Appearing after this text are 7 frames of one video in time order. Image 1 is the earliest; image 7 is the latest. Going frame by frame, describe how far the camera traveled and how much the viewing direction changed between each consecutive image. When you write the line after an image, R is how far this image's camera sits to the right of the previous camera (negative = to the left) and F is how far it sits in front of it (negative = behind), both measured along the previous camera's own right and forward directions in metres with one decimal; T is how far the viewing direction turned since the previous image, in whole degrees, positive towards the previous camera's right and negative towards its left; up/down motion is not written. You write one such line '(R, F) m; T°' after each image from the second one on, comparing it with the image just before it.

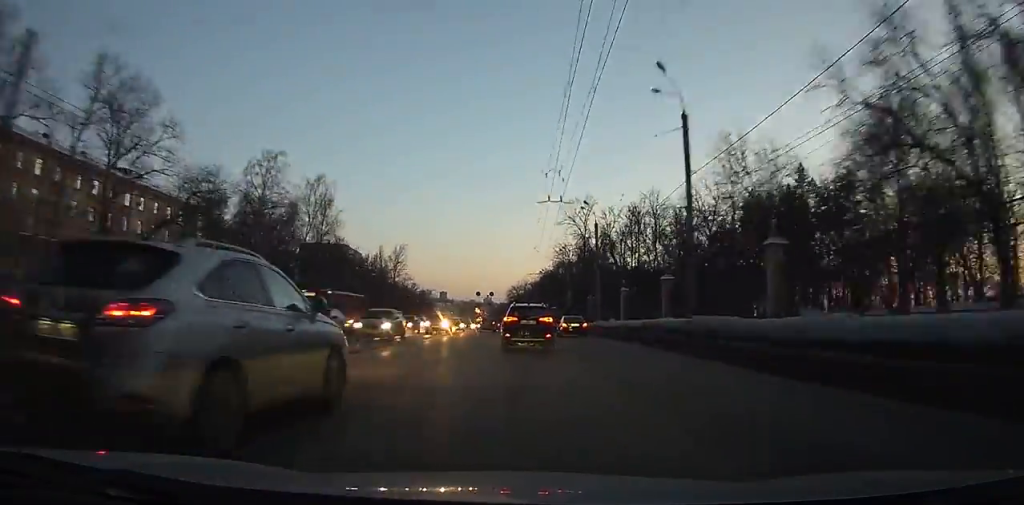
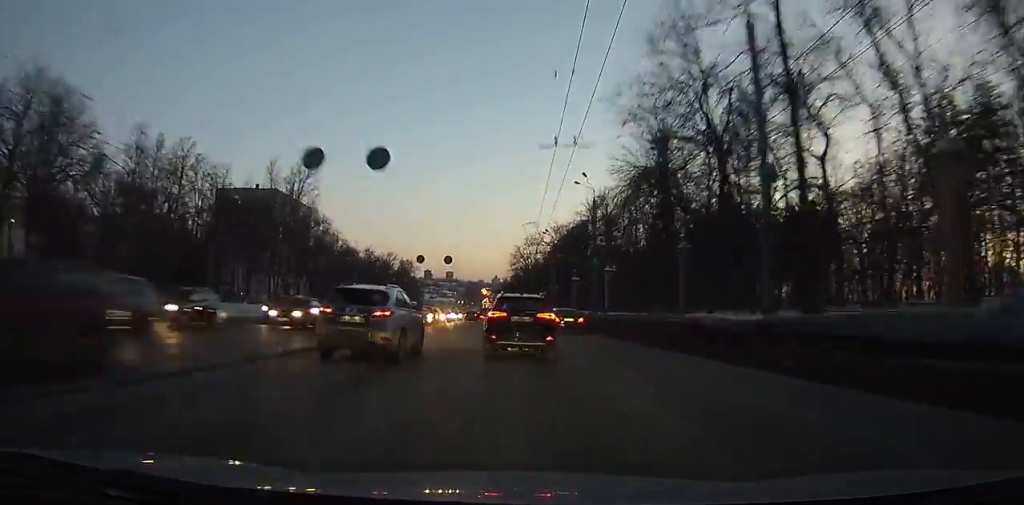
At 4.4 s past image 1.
(-0.7, +67.0) m; -2°
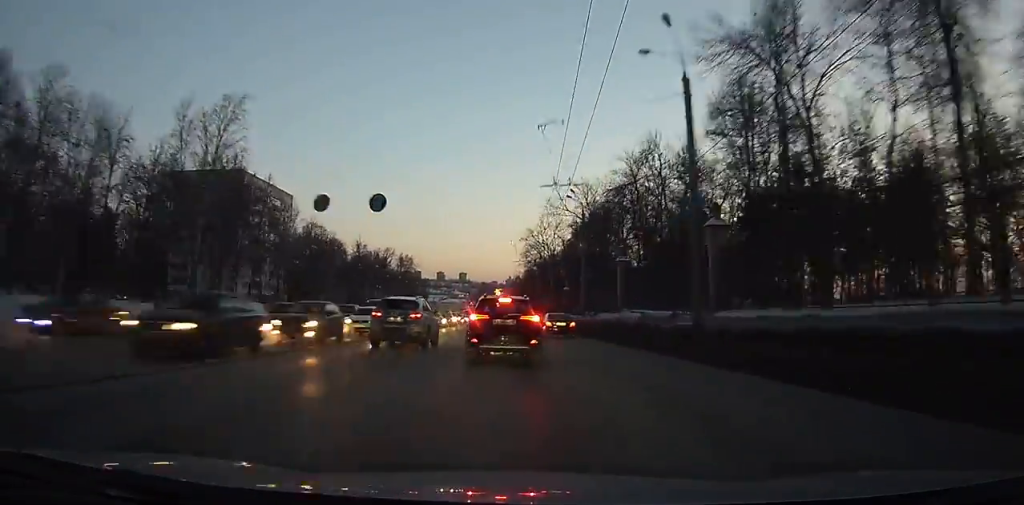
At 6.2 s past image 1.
(-0.3, +25.0) m; -1°
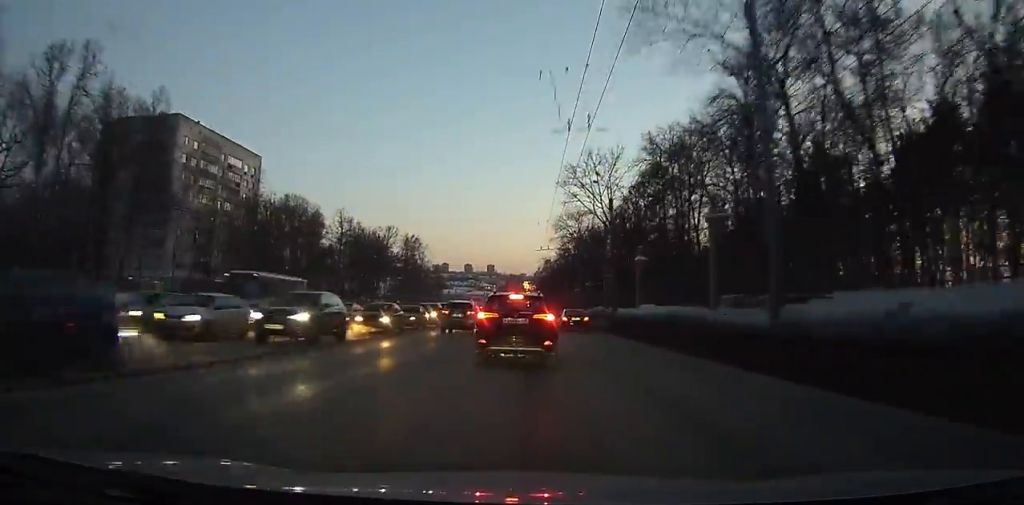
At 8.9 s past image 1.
(-0.6, +35.3) m; -1°
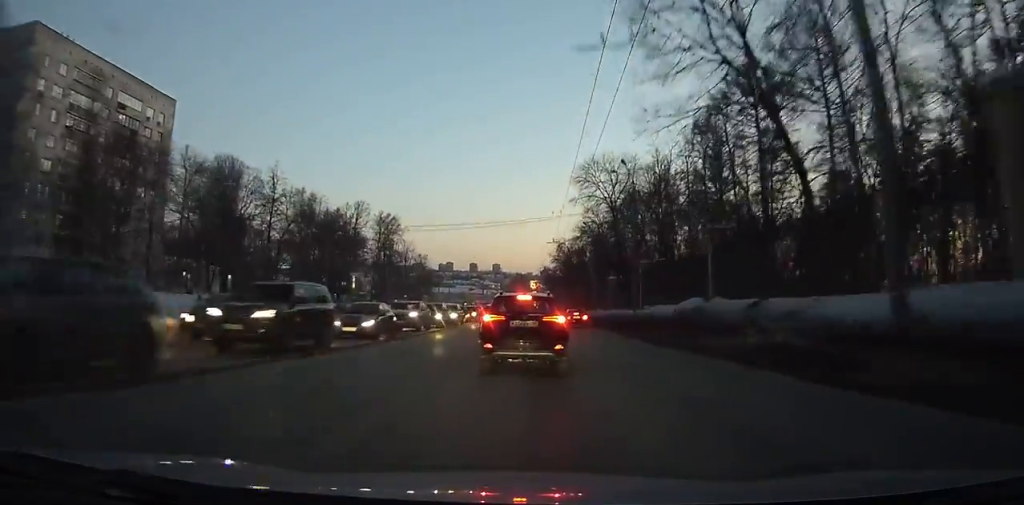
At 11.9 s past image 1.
(-0.4, +35.8) m; 0°
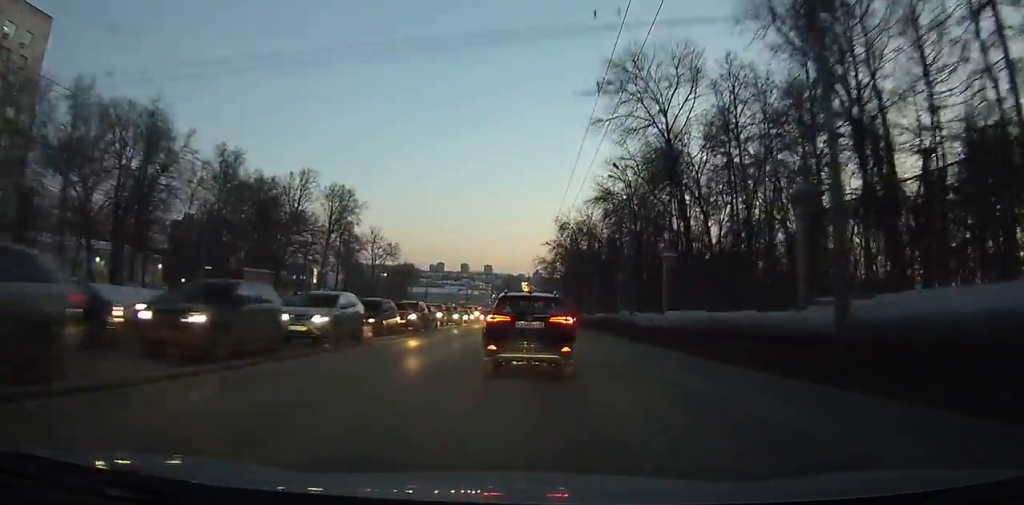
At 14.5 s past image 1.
(0.0, +29.0) m; 0°
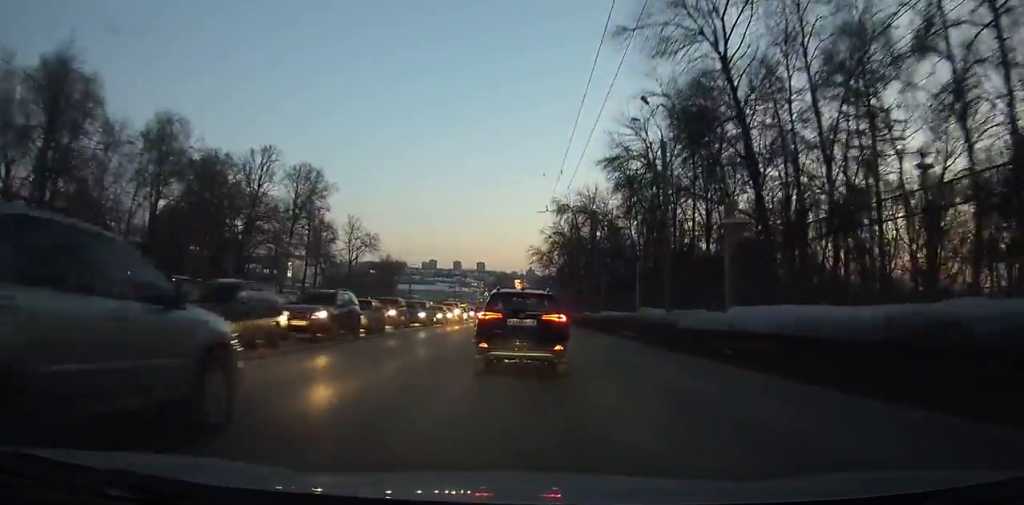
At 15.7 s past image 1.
(+0.1, +12.7) m; 0°
